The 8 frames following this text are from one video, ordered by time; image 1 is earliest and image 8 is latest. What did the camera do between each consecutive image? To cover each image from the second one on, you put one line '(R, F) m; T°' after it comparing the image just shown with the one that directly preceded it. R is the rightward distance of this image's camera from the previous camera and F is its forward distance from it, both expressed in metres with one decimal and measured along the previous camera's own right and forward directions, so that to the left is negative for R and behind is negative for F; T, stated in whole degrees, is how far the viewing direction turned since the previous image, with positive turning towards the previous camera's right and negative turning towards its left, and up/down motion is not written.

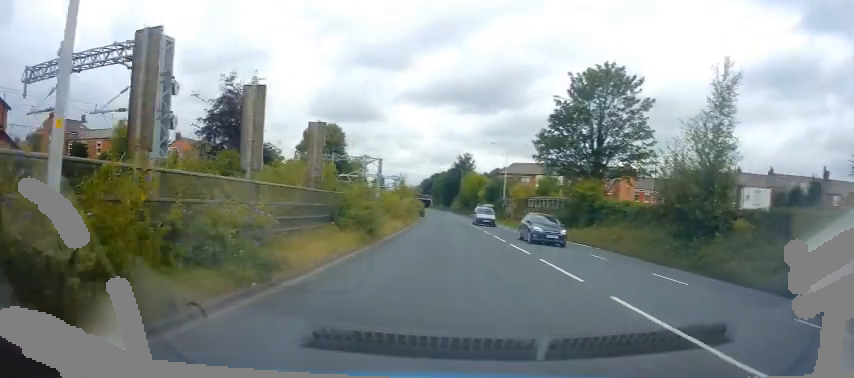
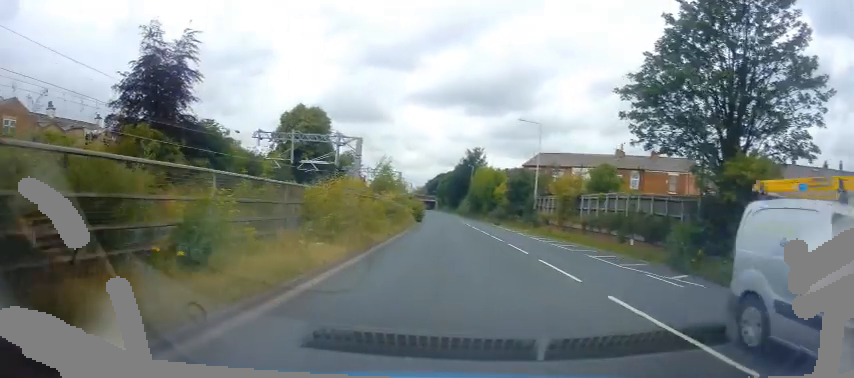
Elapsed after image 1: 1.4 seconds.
(-0.4, +18.7) m; -1°
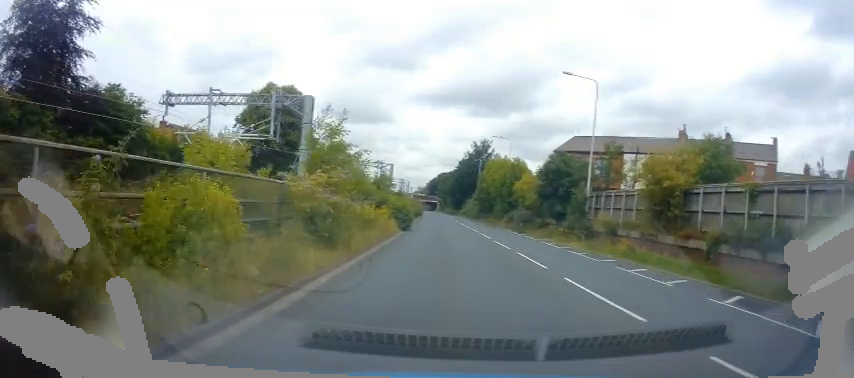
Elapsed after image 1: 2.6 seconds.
(+0.2, +16.1) m; +1°
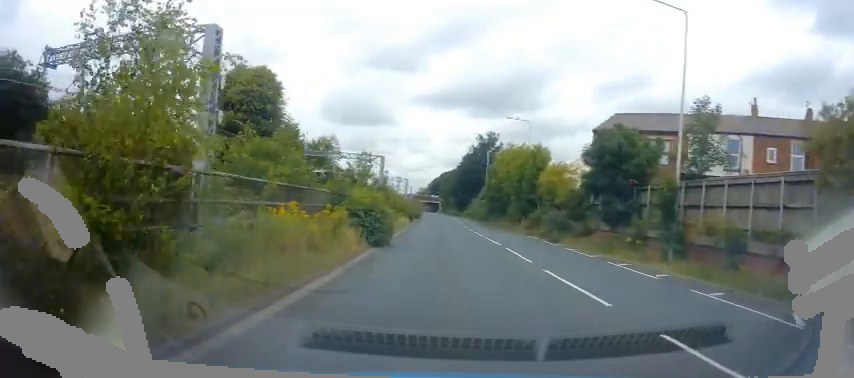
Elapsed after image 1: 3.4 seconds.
(+0.1, +11.3) m; -1°
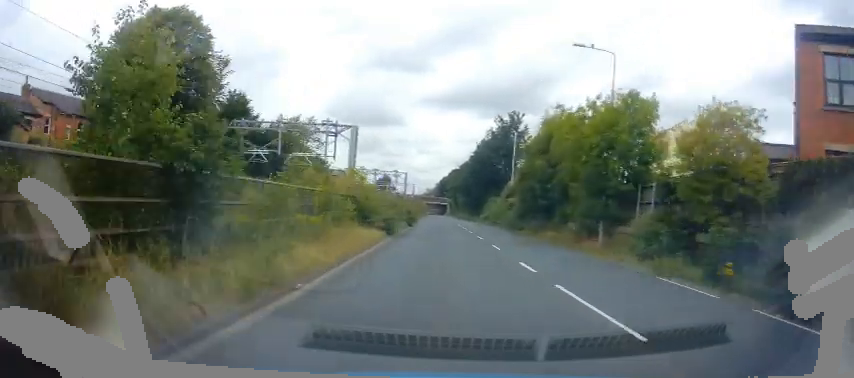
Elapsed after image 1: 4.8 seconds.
(-1.1, +20.9) m; -4°
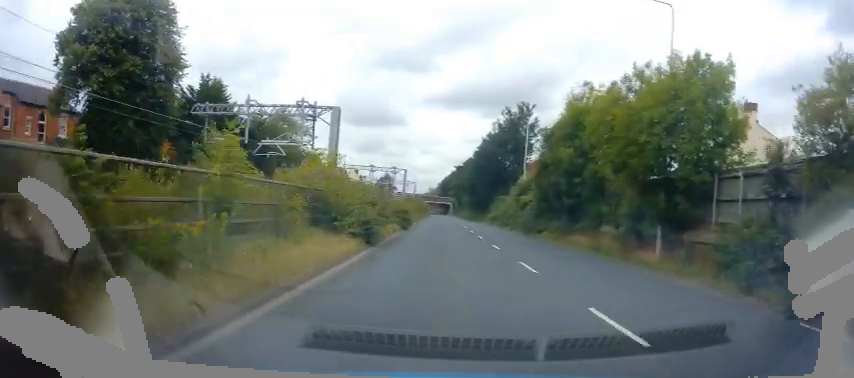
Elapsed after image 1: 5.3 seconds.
(-0.1, +6.8) m; 0°
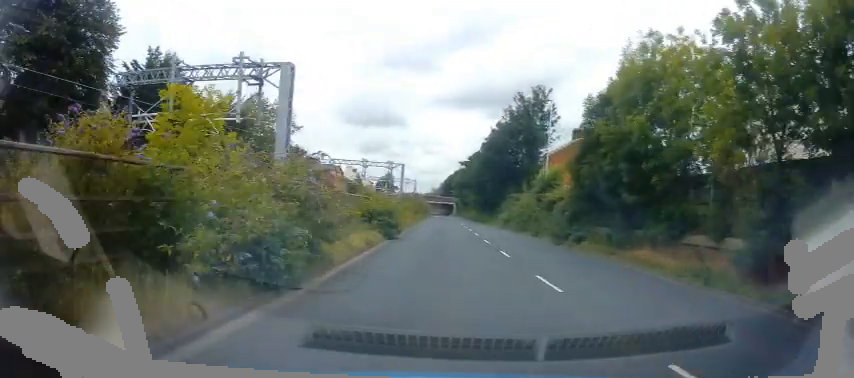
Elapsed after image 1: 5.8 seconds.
(+0.3, +8.6) m; +2°
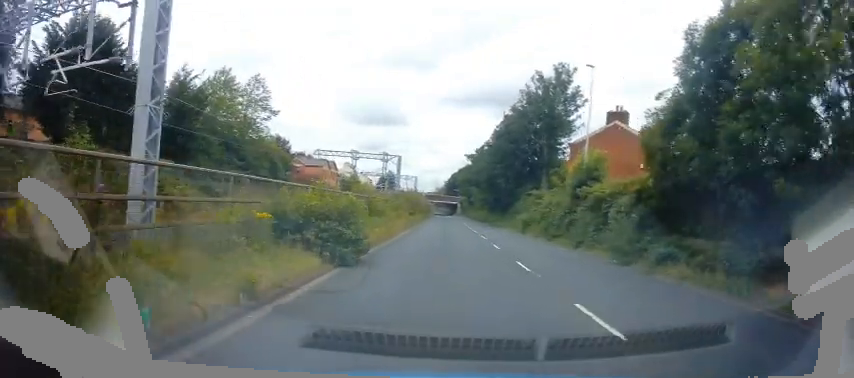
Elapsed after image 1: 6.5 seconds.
(+0.1, +9.2) m; 0°
